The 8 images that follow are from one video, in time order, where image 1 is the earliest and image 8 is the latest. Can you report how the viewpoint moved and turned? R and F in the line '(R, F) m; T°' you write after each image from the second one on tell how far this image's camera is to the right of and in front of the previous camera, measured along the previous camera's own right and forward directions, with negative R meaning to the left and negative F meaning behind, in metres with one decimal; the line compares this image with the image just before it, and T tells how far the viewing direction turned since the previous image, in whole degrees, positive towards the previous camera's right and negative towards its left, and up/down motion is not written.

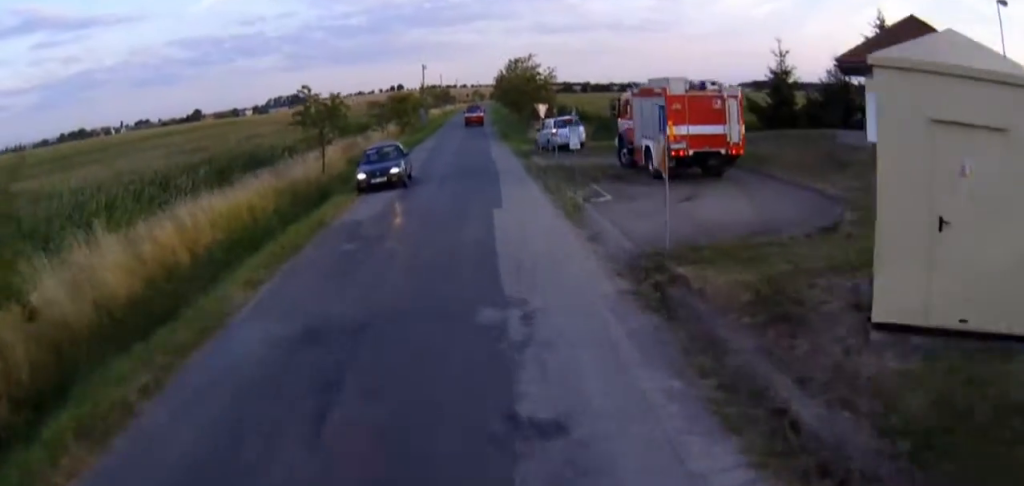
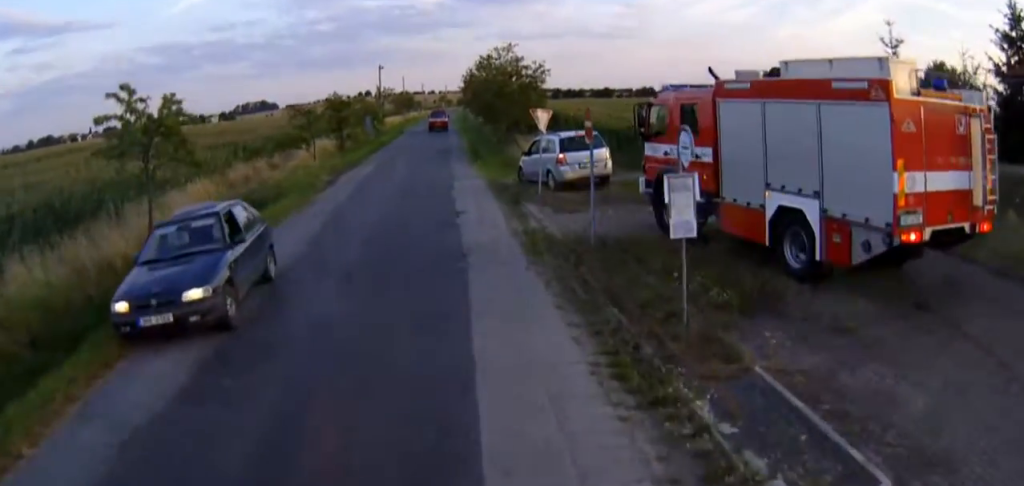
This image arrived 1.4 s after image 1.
(+0.4, +14.8) m; -1°
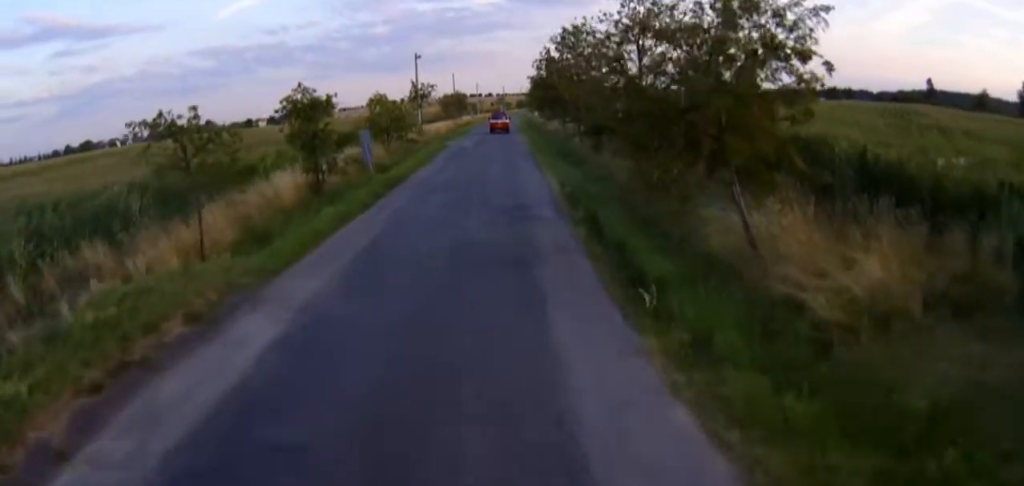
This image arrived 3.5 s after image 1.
(-0.4, +23.2) m; -1°
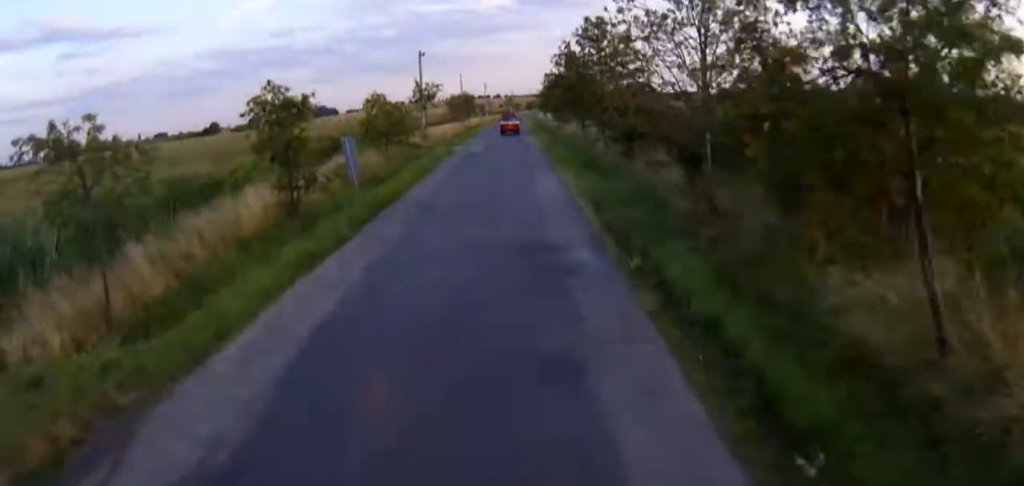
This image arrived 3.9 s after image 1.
(-0.1, +5.0) m; 0°
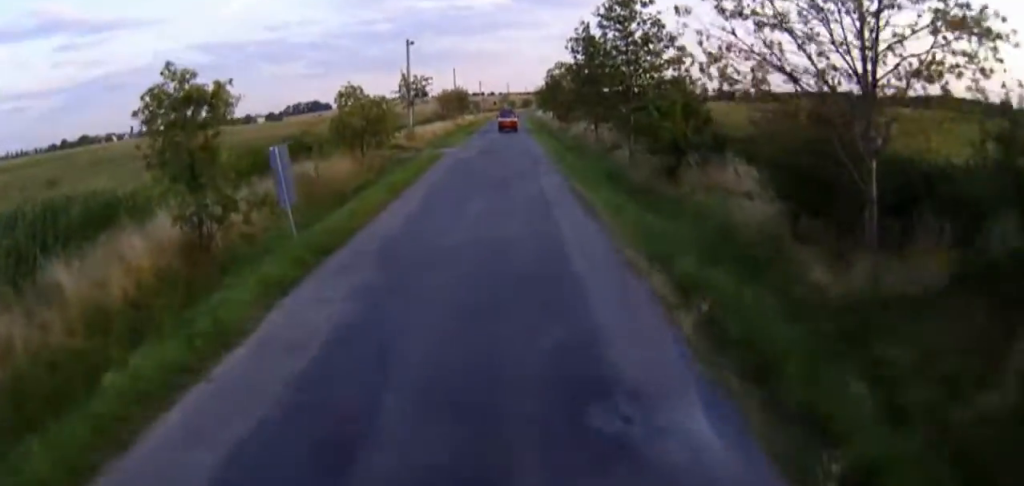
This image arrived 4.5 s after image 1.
(0.0, +7.3) m; 0°
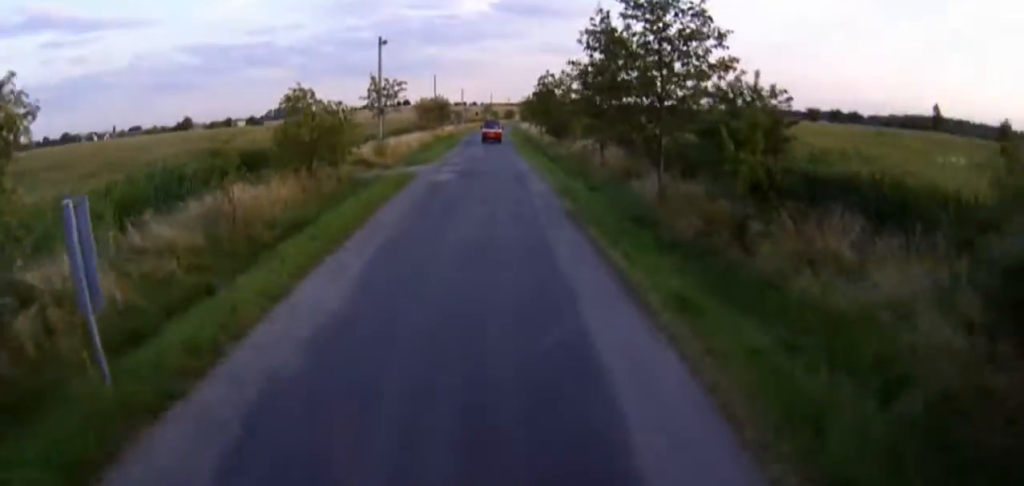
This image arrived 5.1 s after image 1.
(+0.1, +7.6) m; +1°
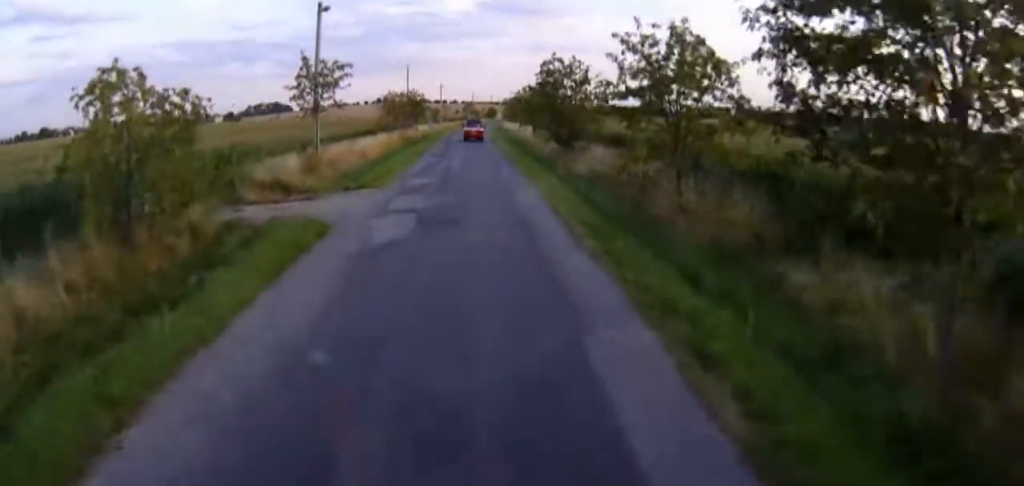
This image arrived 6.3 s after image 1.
(+0.2, +15.8) m; +1°
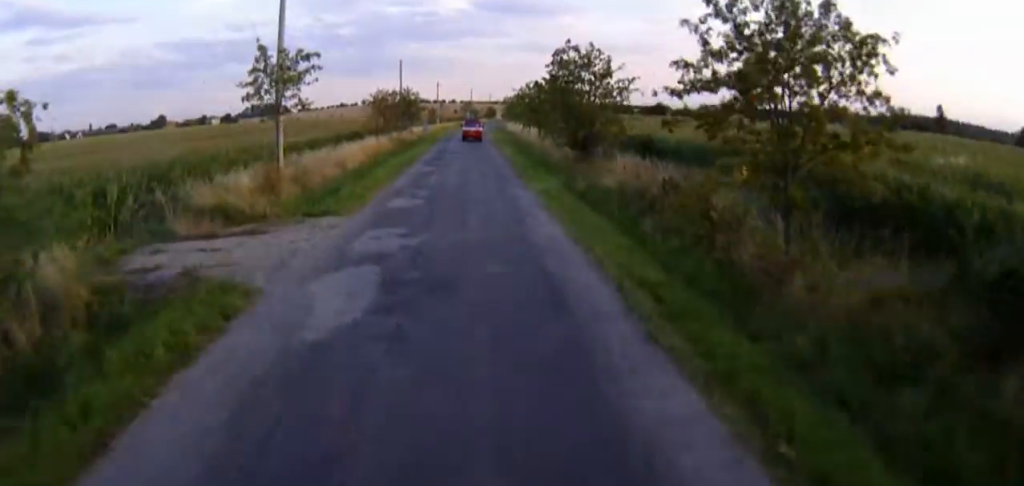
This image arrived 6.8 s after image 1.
(+0.1, +7.2) m; 0°
